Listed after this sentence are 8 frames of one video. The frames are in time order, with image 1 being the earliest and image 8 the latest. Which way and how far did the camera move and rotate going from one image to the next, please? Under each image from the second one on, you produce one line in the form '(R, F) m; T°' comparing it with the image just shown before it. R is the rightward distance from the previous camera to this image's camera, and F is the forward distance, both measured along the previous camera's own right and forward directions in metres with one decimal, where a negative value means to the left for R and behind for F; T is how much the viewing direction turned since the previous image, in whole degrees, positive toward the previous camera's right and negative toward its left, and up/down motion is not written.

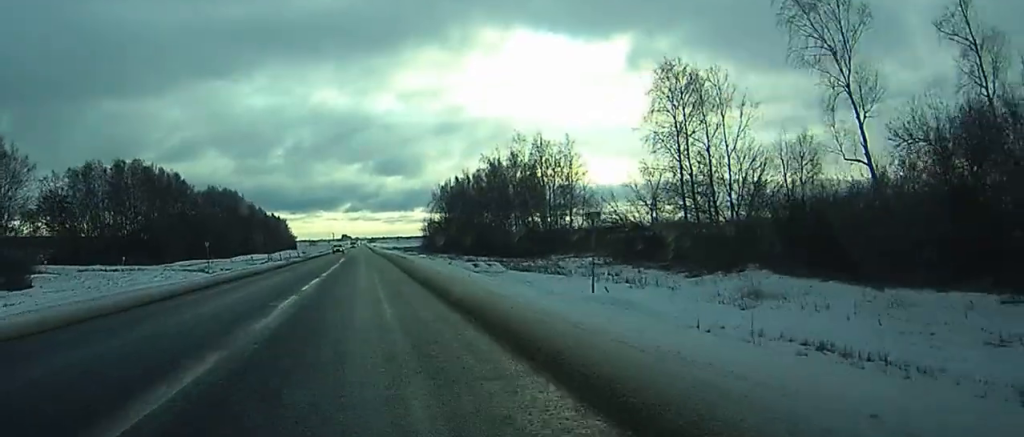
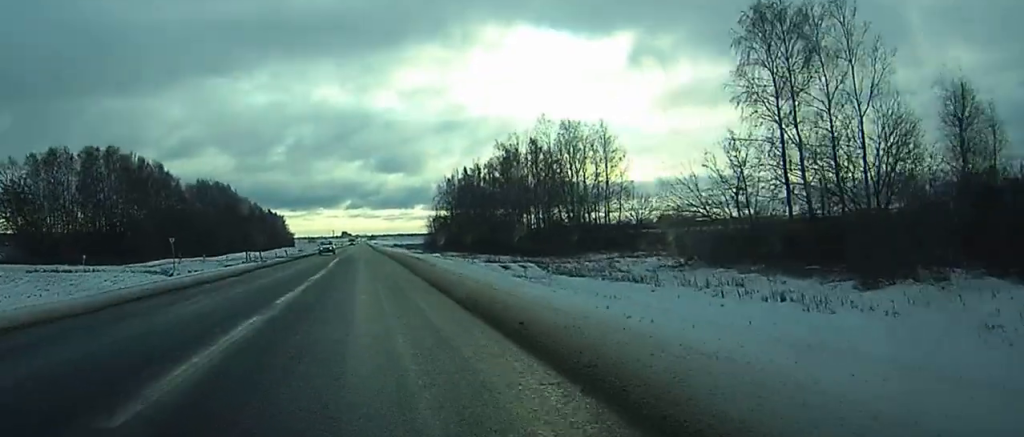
(0.0, +19.8) m; 0°
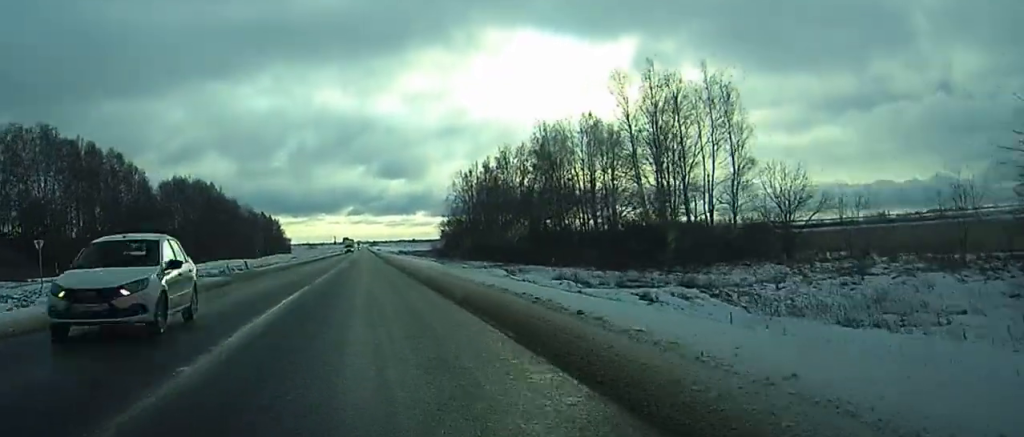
(0.0, +36.8) m; 0°
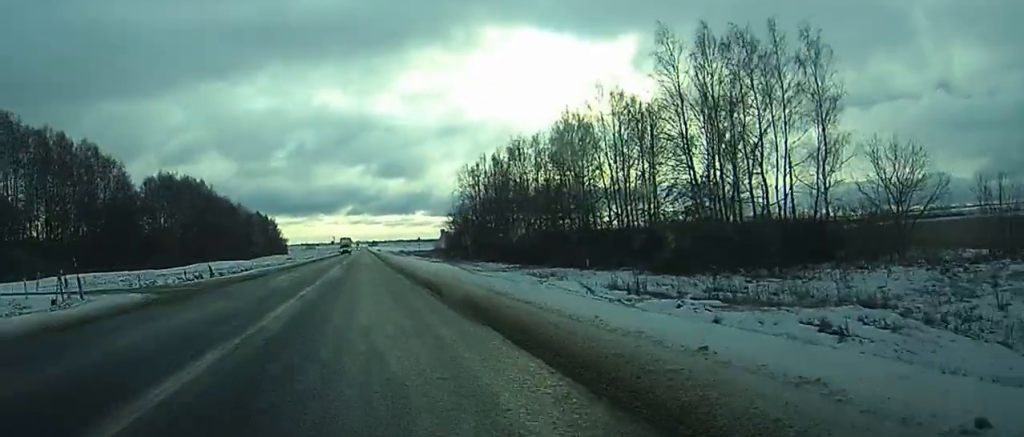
(+0.1, +15.3) m; 0°
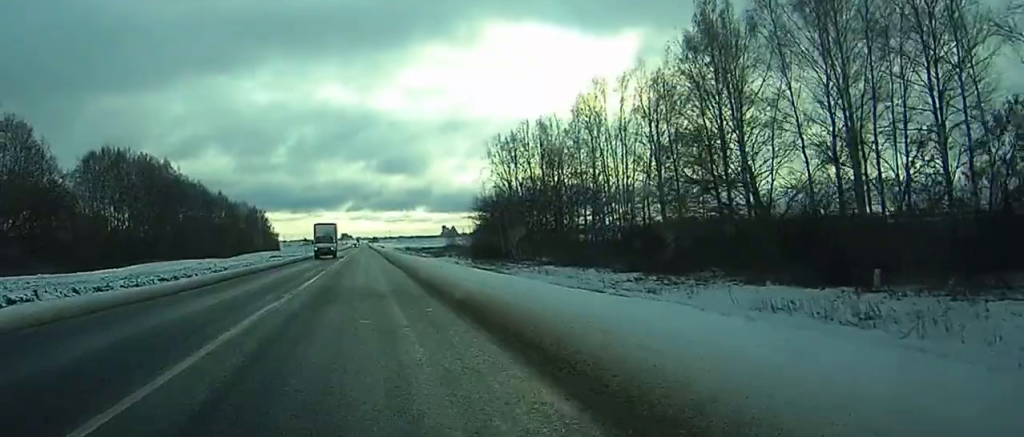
(0.0, +48.4) m; 0°
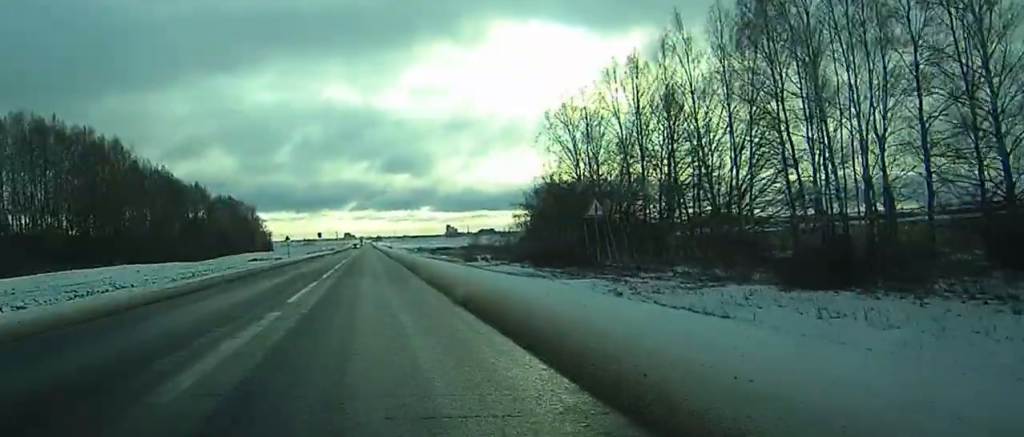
(+0.1, +47.3) m; 0°
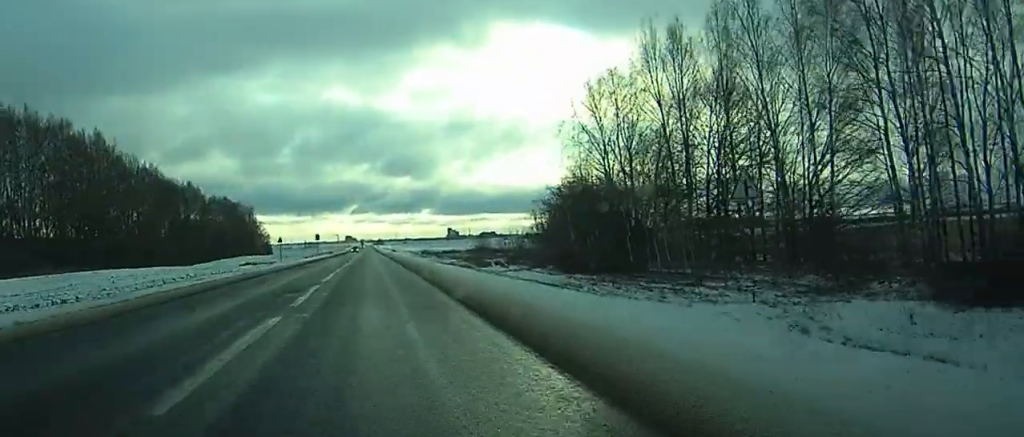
(0.0, +12.4) m; 0°
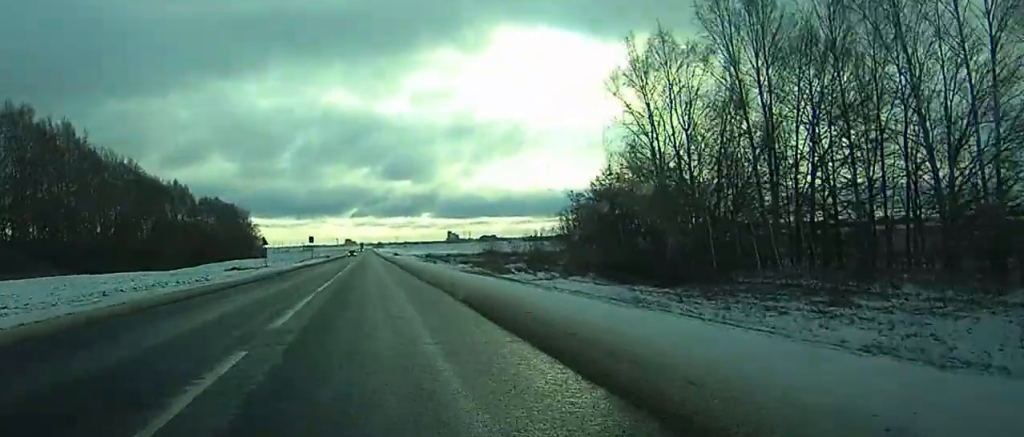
(0.0, +16.8) m; 0°
